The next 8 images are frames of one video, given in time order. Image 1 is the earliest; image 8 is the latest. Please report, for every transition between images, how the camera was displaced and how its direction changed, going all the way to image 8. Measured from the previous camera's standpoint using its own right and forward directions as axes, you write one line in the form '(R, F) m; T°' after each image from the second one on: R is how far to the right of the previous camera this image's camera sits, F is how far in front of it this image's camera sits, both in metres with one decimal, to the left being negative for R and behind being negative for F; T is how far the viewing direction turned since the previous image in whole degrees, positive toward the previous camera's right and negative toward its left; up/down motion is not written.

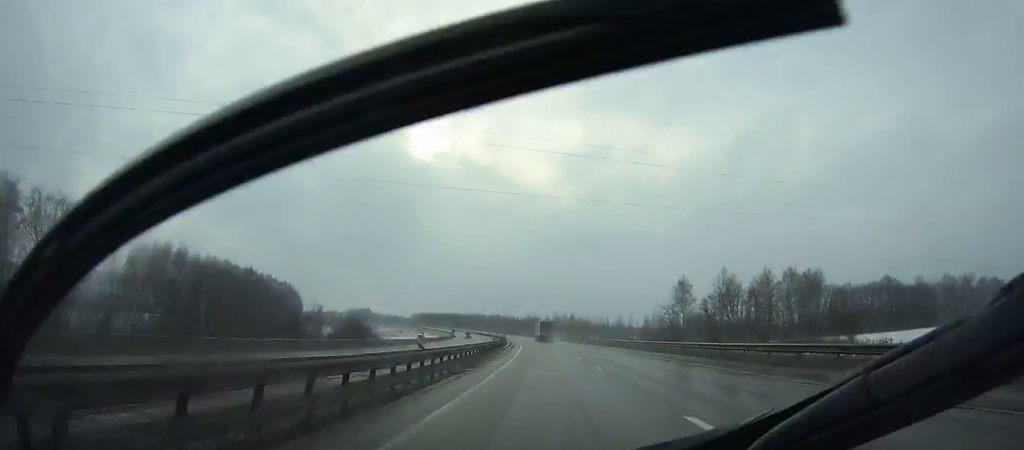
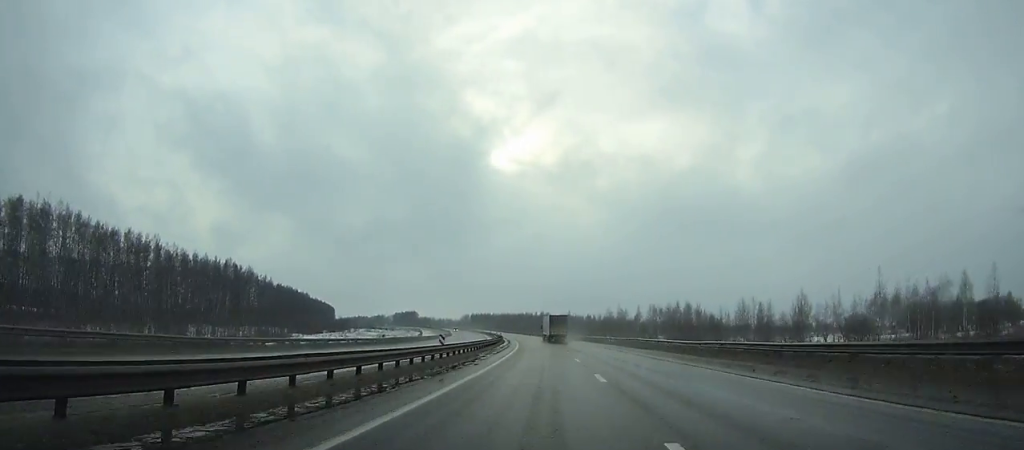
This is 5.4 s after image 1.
(-7.1, +147.0) m; -7°
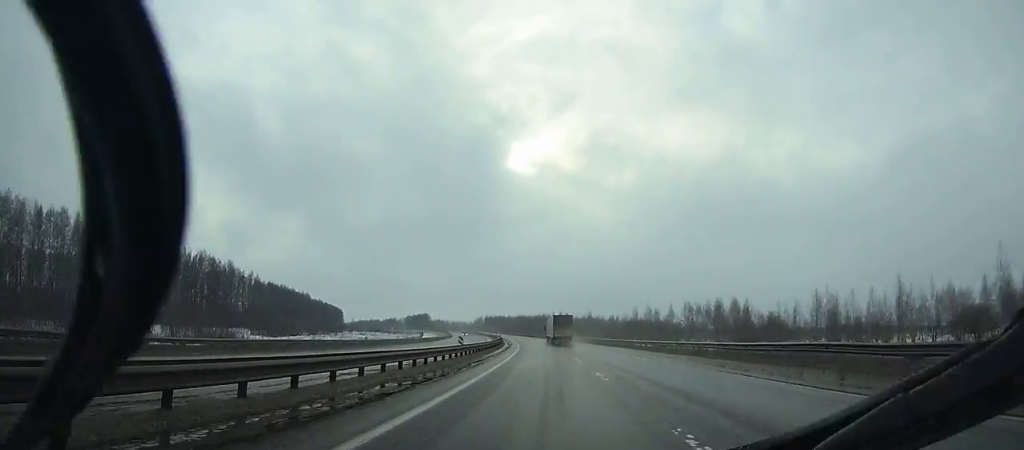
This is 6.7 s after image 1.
(-2.3, +35.3) m; -2°
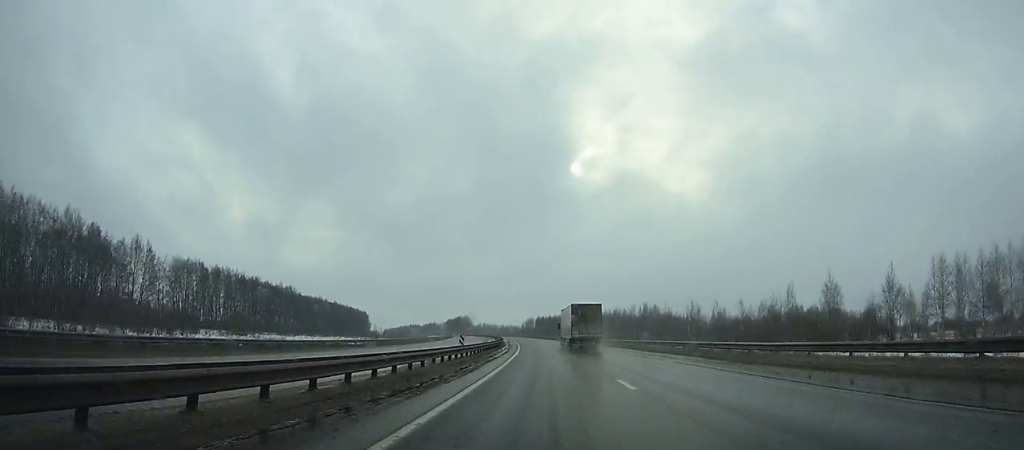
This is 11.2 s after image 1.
(-5.2, +122.3) m; -6°
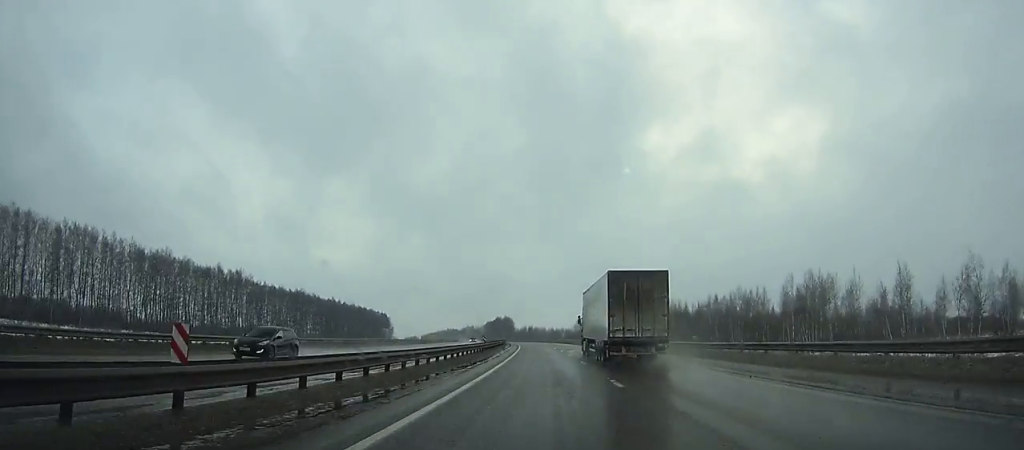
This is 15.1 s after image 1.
(-6.3, +106.8) m; -5°
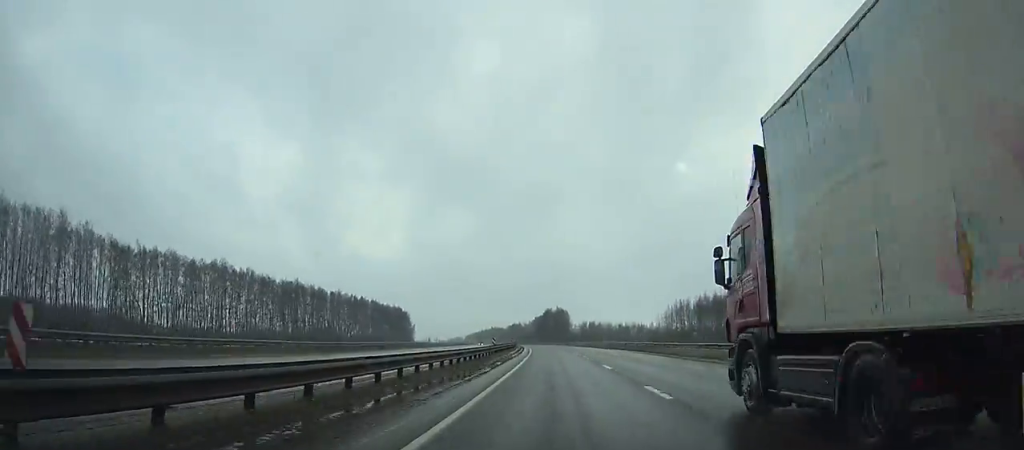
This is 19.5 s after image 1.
(-5.1, +121.5) m; -4°
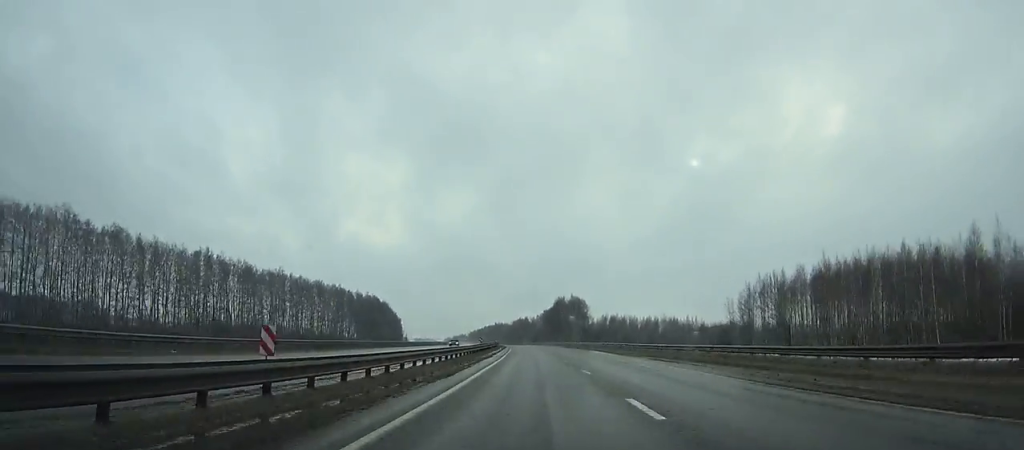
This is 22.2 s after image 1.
(-0.3, +75.1) m; -3°
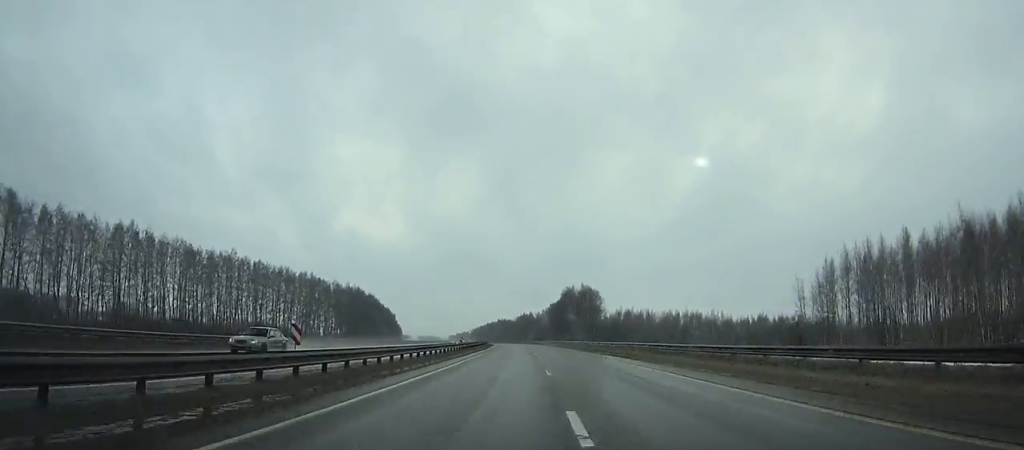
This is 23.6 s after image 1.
(-0.8, +39.1) m; -1°
